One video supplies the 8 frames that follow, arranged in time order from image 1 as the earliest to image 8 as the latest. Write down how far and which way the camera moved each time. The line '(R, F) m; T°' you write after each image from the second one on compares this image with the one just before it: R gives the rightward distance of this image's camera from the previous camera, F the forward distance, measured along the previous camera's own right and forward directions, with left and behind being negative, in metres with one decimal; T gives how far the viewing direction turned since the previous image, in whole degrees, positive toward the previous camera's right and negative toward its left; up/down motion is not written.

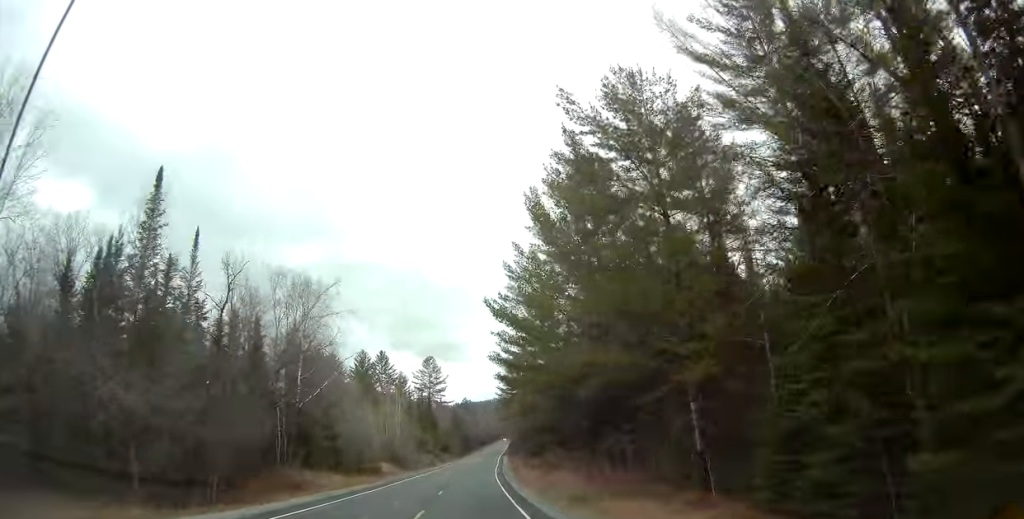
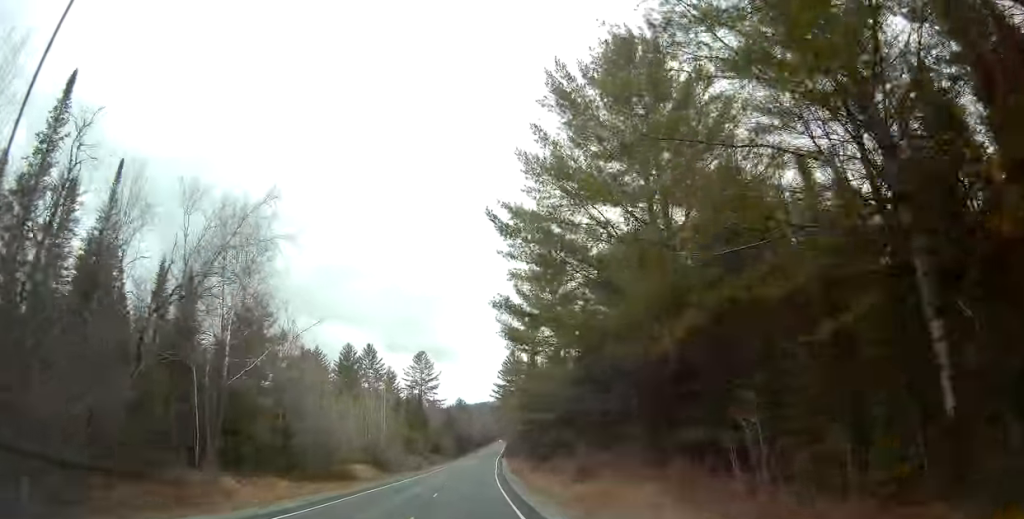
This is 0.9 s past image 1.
(+0.1, +13.8) m; +1°
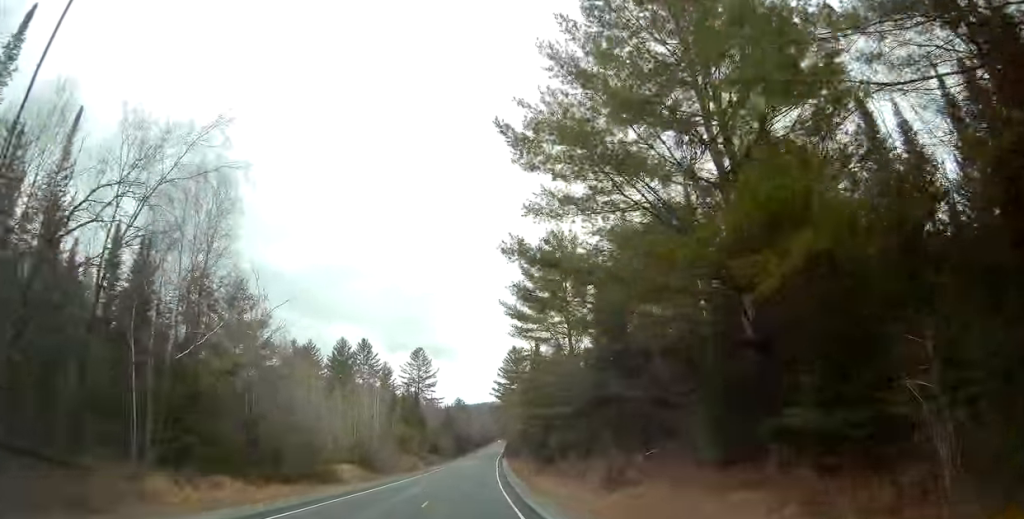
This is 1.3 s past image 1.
(0.0, +6.8) m; 0°
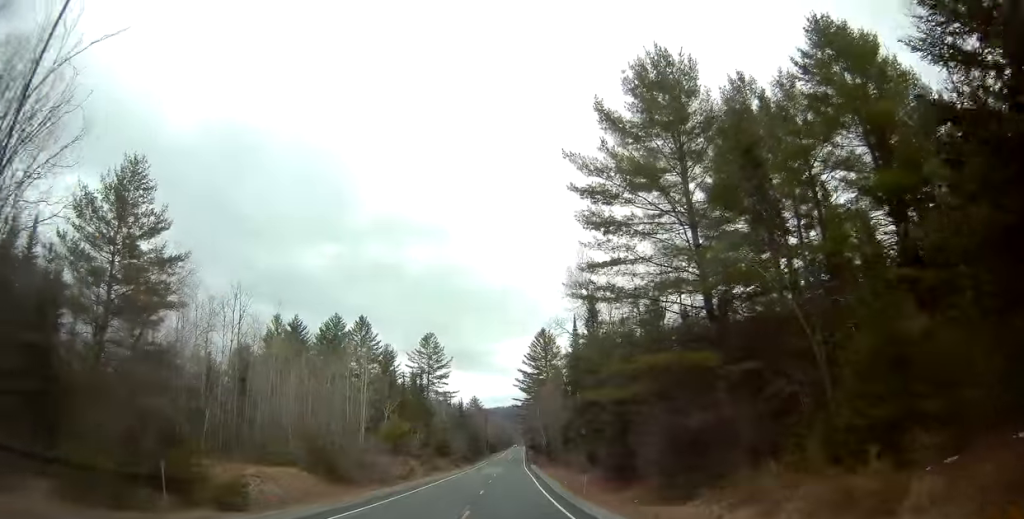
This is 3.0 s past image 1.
(-0.1, +27.1) m; 0°
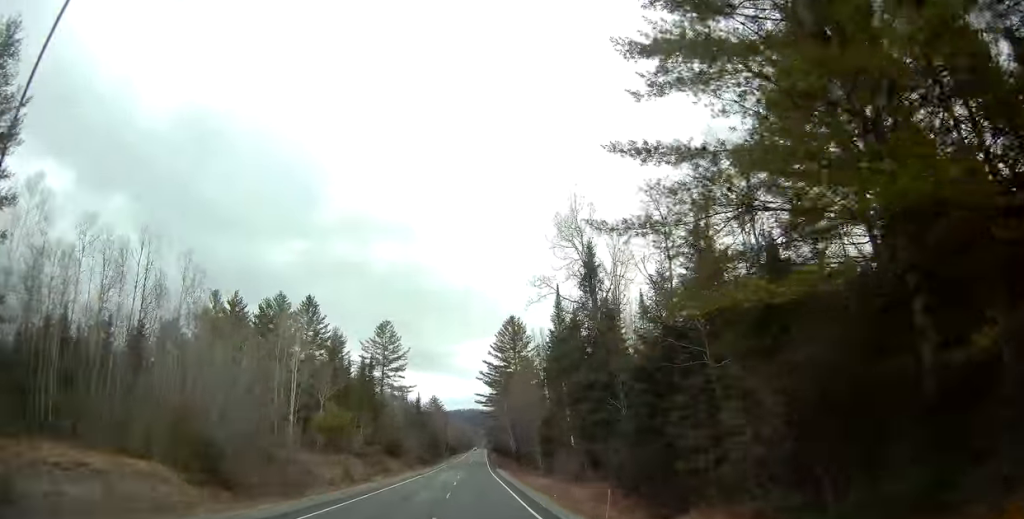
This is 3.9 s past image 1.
(+0.2, +15.0) m; +3°
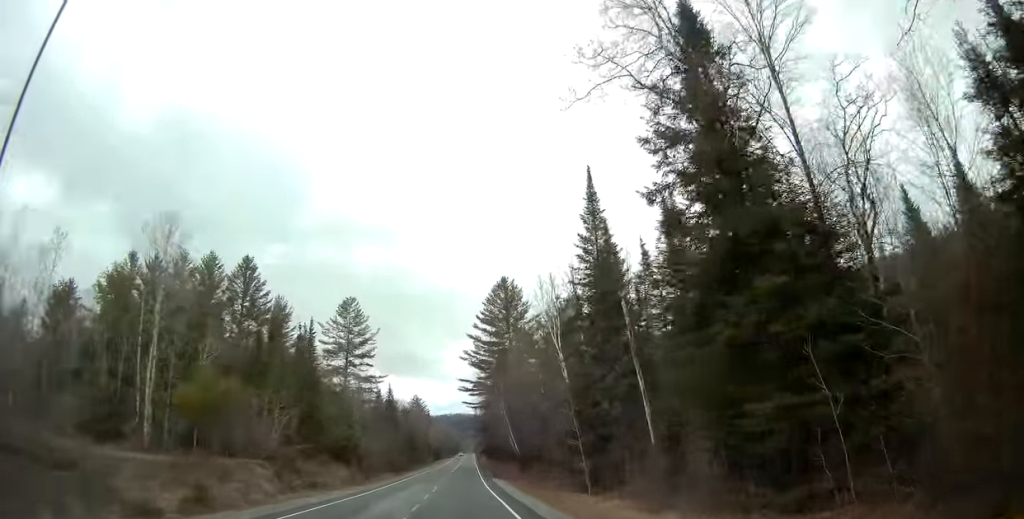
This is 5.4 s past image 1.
(+1.1, +25.5) m; +2°
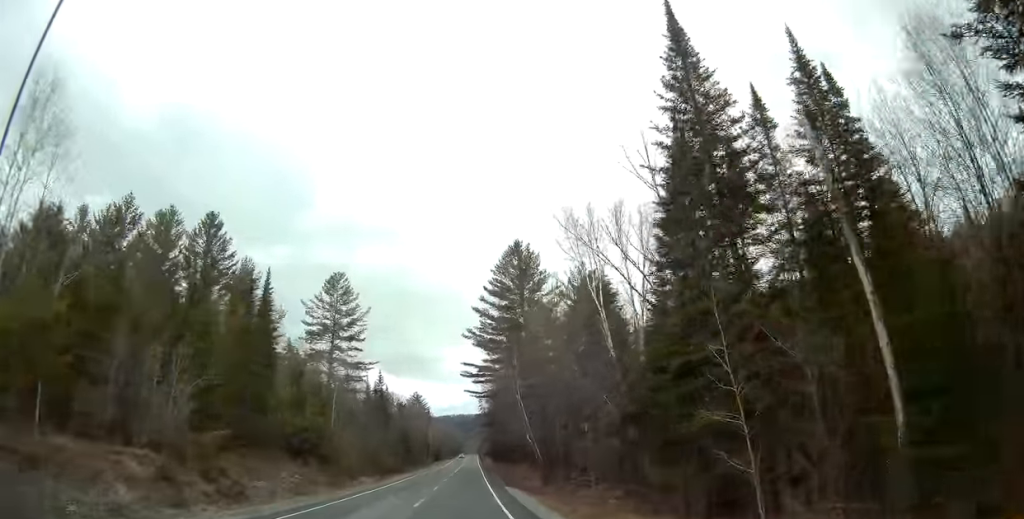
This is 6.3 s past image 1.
(-0.2, +15.6) m; 0°
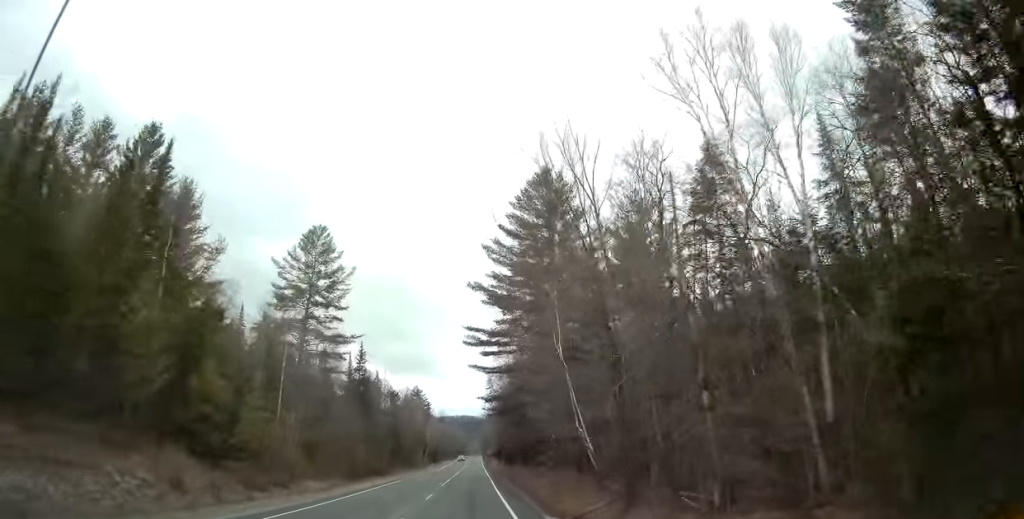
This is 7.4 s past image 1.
(+0.1, +20.0) m; 0°
